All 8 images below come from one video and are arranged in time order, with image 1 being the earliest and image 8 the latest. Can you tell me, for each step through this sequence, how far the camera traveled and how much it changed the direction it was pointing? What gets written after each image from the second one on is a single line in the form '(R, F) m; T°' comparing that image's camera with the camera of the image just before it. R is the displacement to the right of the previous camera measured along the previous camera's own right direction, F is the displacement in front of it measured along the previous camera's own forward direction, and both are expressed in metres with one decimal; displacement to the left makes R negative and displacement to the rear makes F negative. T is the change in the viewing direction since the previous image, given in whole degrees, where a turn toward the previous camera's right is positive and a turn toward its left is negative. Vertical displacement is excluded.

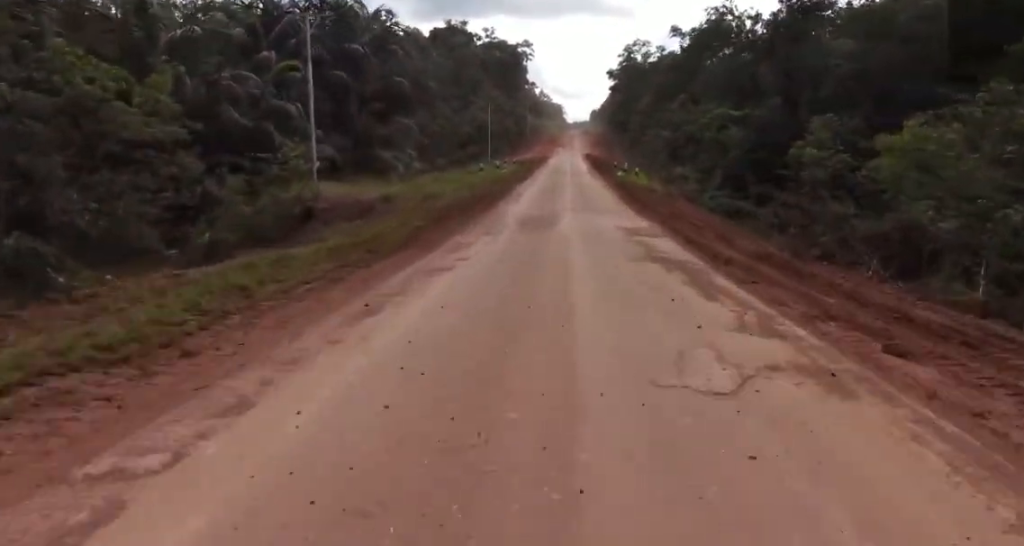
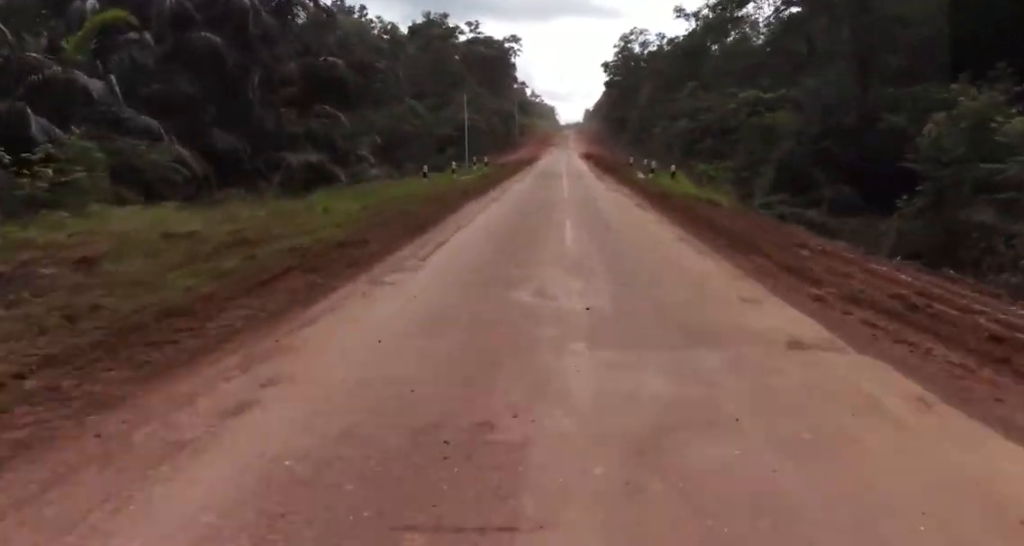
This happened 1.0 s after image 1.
(0.0, +15.6) m; 0°
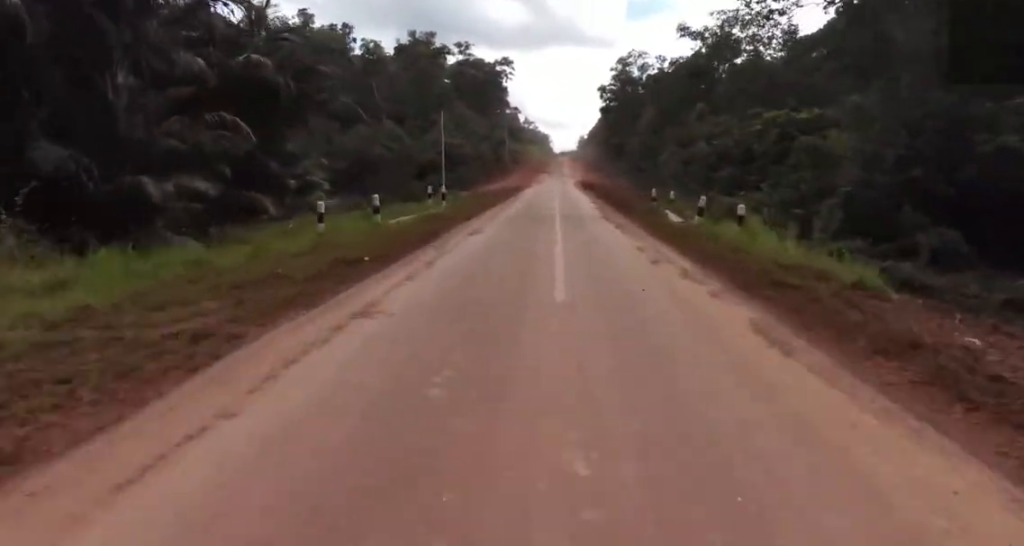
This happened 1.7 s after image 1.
(0.0, +11.1) m; 0°
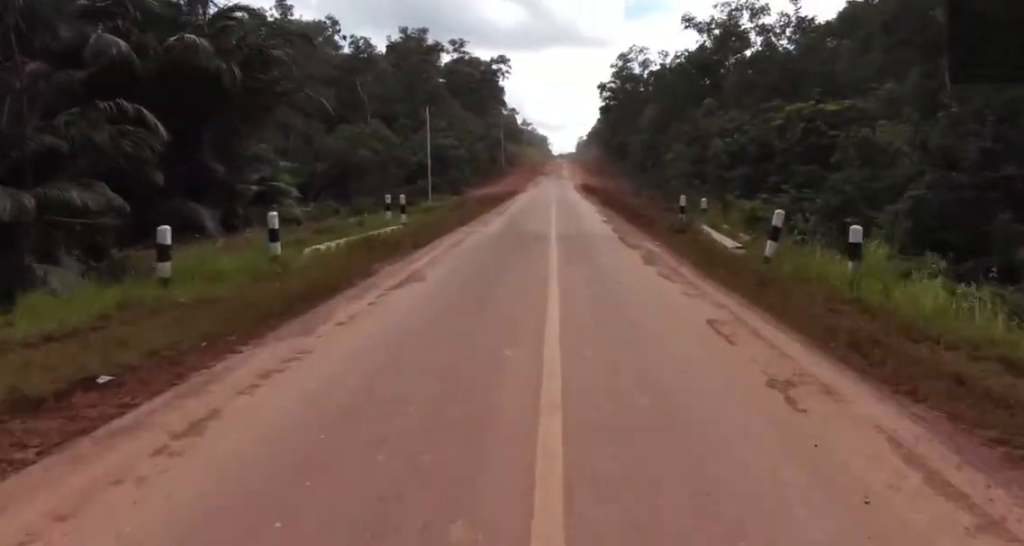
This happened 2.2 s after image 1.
(0.0, +6.9) m; +1°
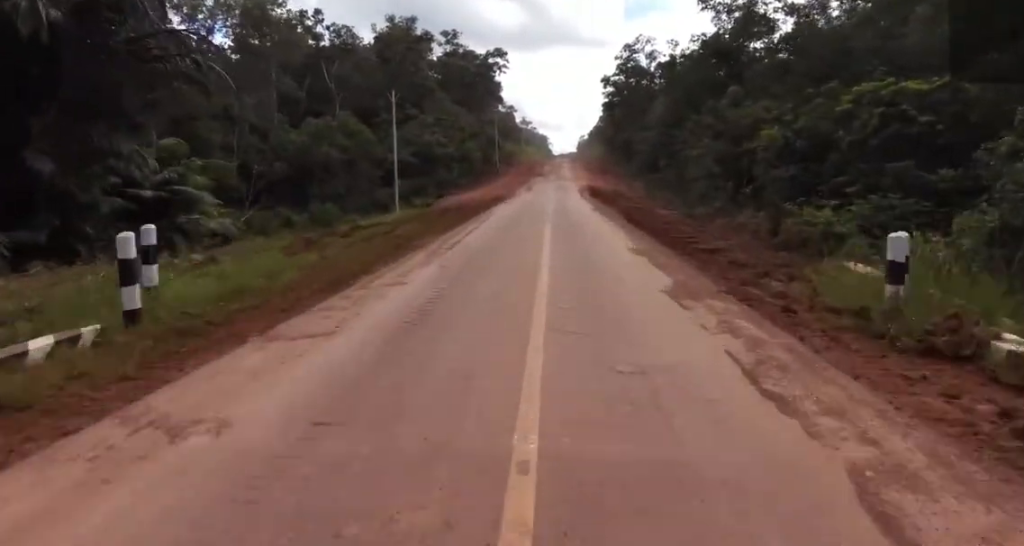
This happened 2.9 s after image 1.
(+0.2, +12.2) m; +2°
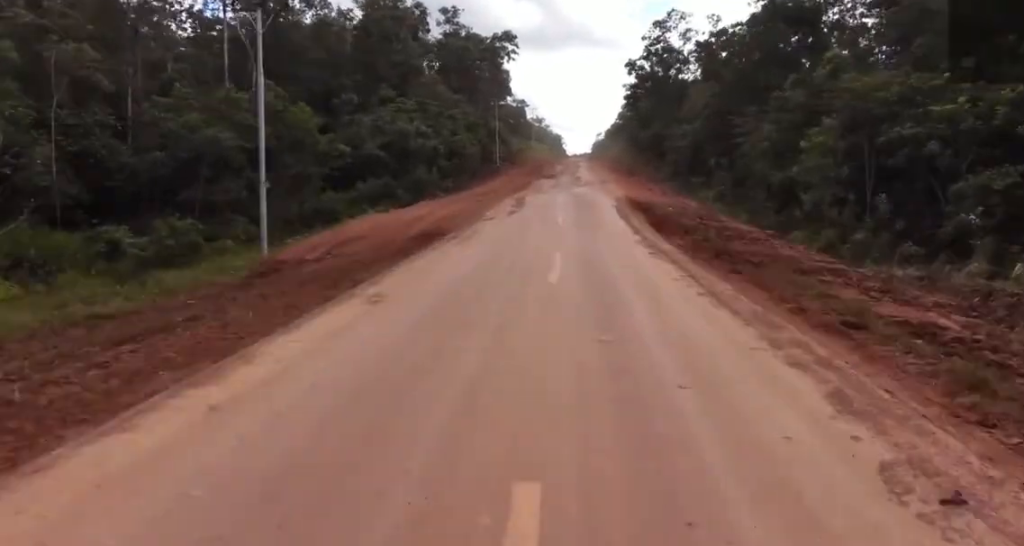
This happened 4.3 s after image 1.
(+0.7, +22.4) m; 0°
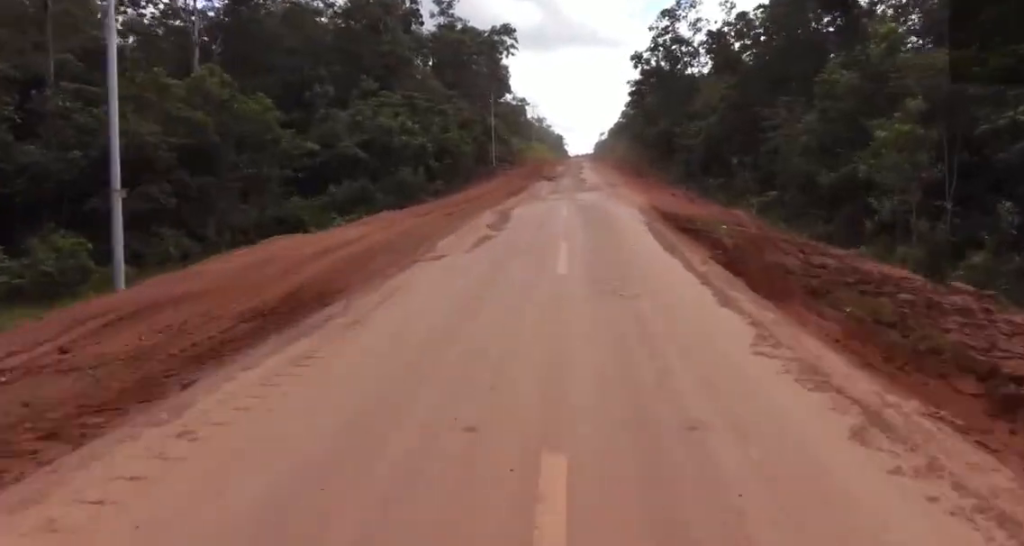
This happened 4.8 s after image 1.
(-0.1, +7.8) m; -1°
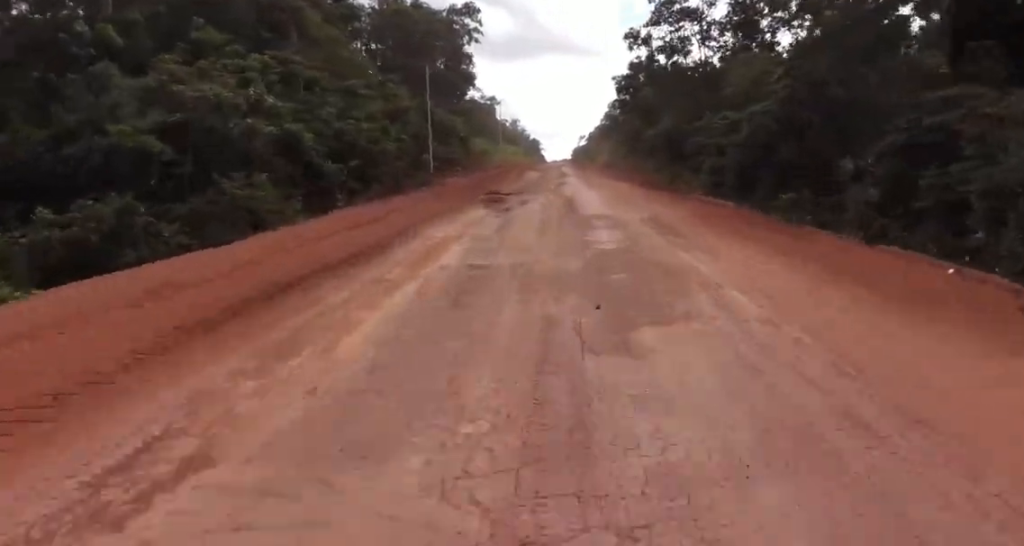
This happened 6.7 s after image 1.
(-0.5, +27.6) m; -1°
